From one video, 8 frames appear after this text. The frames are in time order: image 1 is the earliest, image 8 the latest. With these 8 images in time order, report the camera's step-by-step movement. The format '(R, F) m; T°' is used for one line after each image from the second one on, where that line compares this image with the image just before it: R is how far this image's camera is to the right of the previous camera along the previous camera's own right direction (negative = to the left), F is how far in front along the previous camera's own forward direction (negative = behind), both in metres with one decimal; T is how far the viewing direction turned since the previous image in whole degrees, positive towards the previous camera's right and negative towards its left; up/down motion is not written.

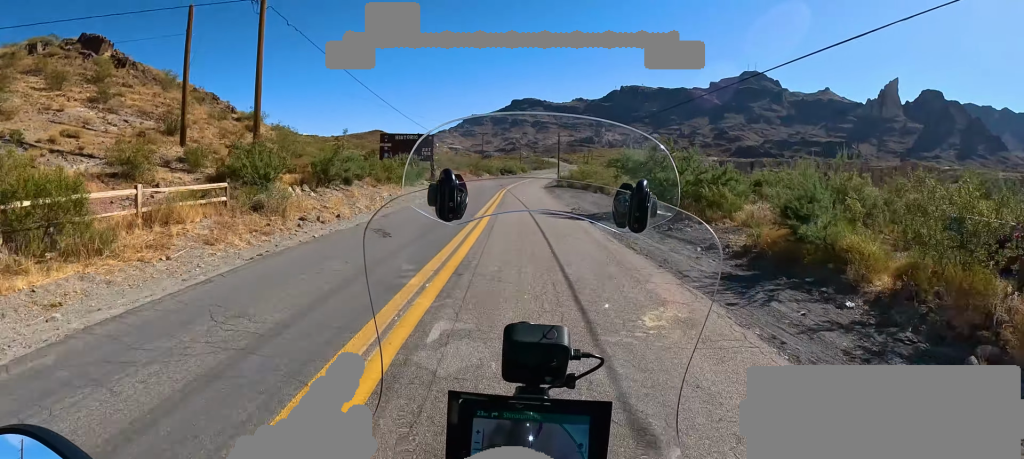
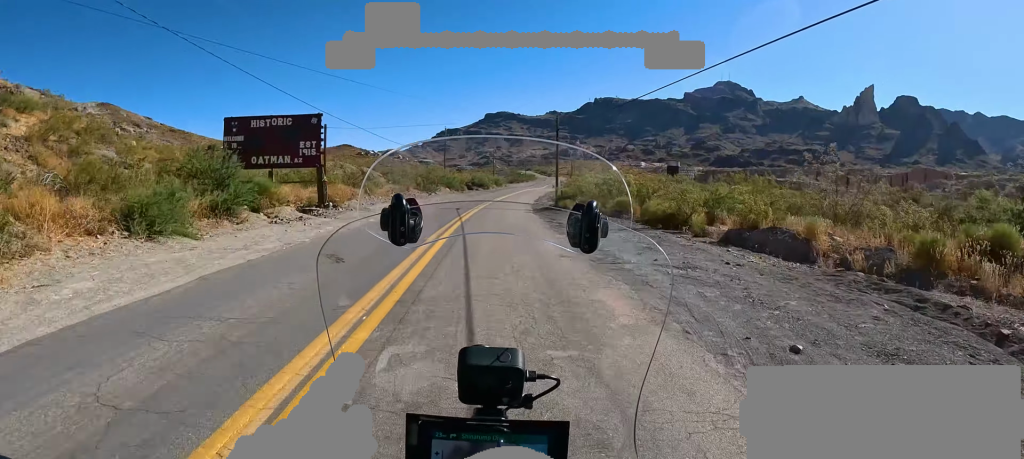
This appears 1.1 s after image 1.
(+0.3, +19.2) m; +1°
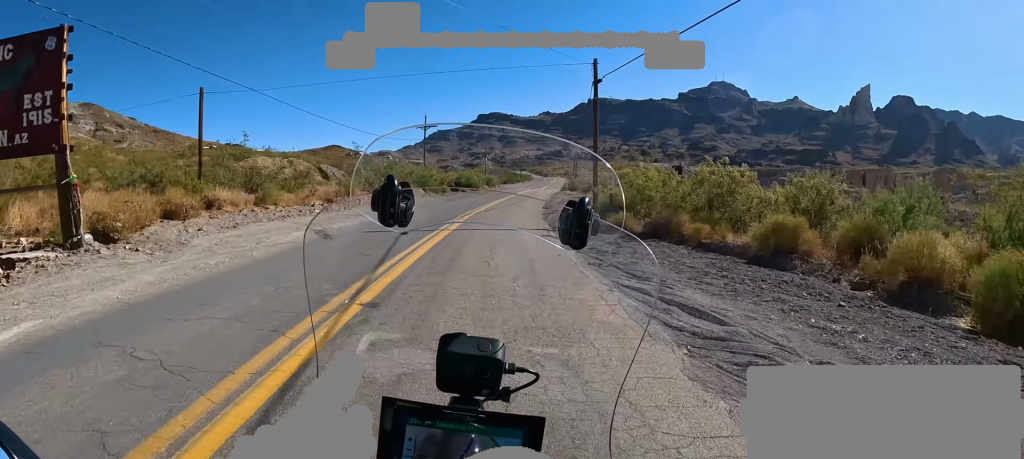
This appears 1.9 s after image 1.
(0.0, +12.4) m; 0°
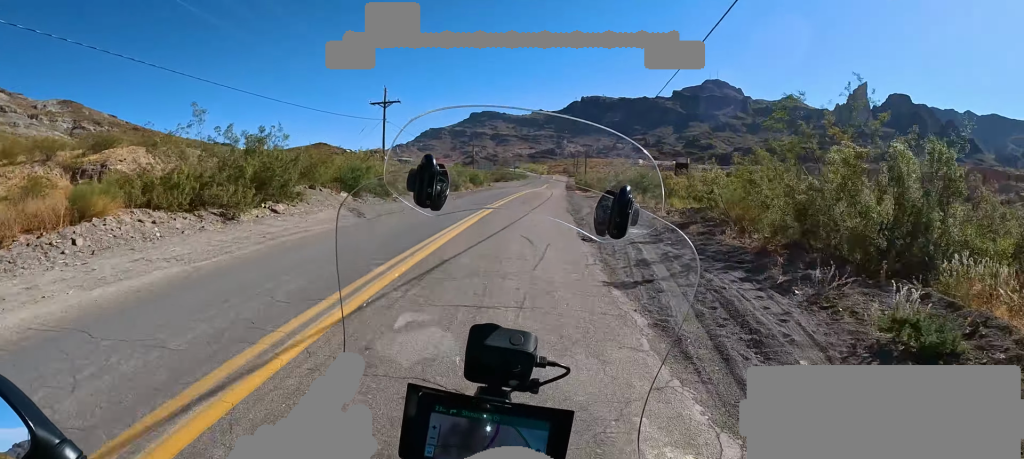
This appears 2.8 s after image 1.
(0.0, +15.5) m; +1°
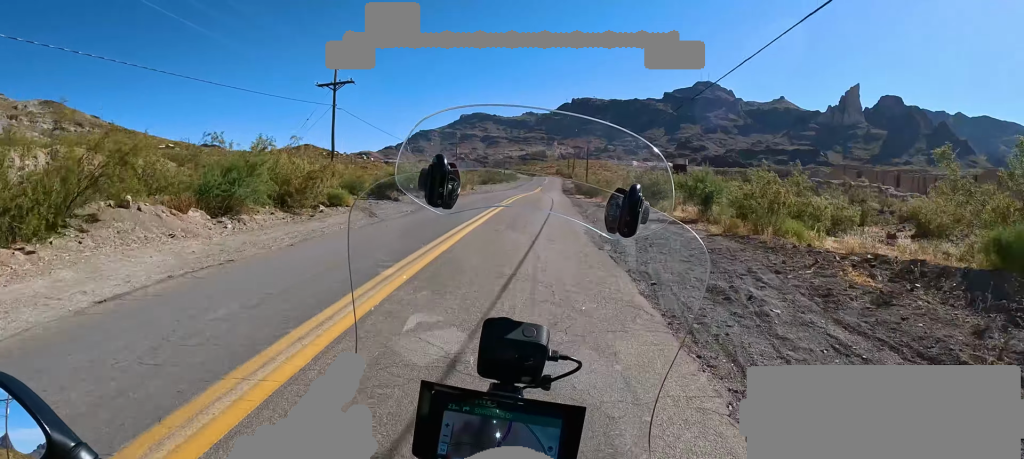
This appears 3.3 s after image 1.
(0.0, +9.4) m; +1°
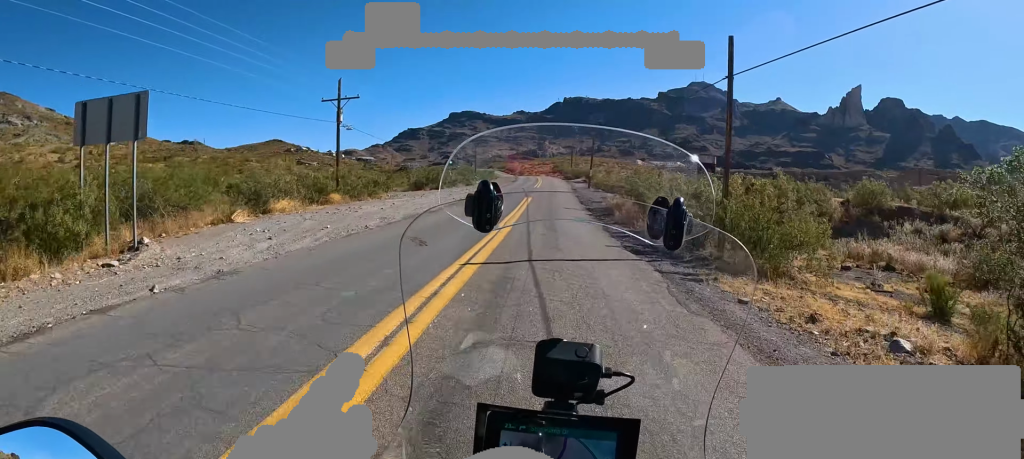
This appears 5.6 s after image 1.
(+1.1, +42.7) m; +2°
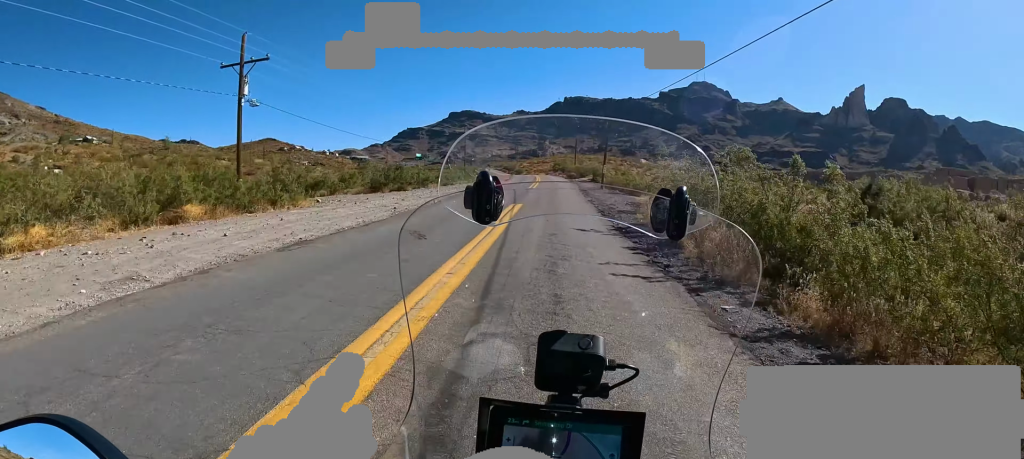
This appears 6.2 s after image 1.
(+0.1, +11.6) m; 0°
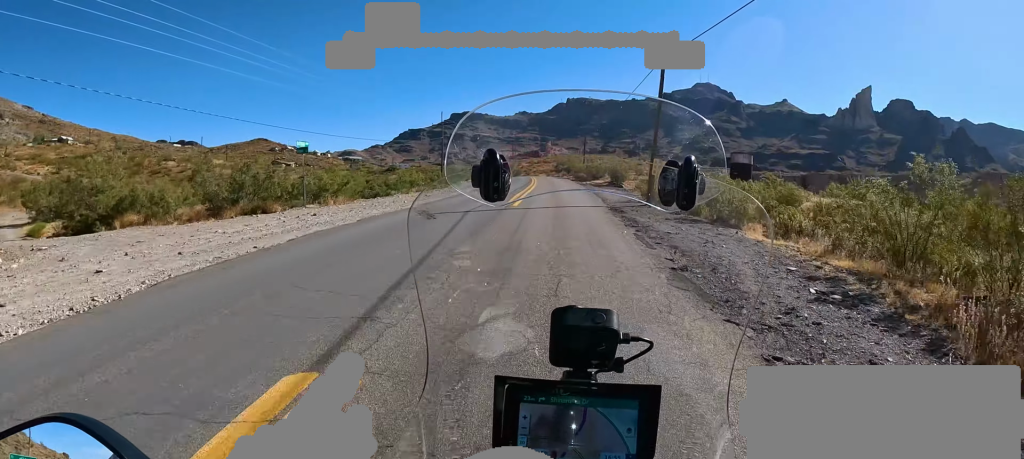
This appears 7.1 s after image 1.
(+0.1, +17.6) m; 0°
